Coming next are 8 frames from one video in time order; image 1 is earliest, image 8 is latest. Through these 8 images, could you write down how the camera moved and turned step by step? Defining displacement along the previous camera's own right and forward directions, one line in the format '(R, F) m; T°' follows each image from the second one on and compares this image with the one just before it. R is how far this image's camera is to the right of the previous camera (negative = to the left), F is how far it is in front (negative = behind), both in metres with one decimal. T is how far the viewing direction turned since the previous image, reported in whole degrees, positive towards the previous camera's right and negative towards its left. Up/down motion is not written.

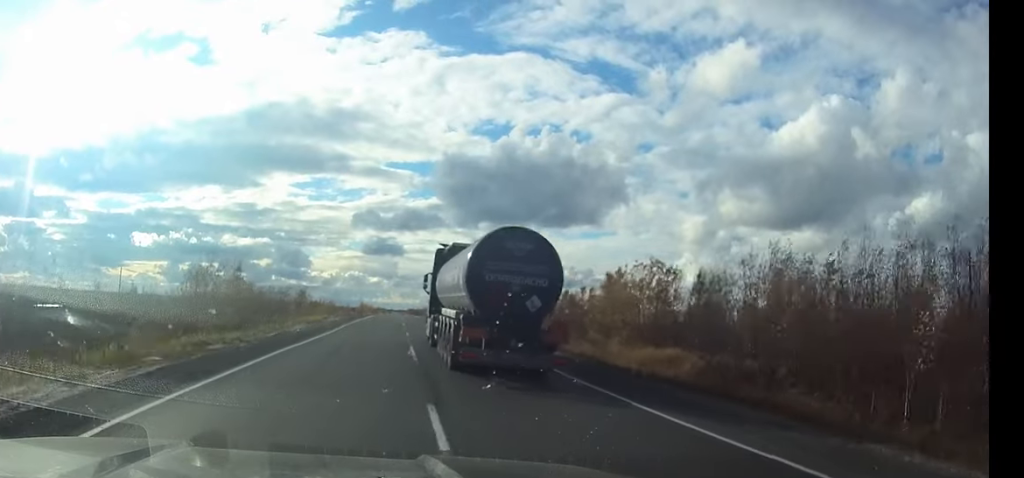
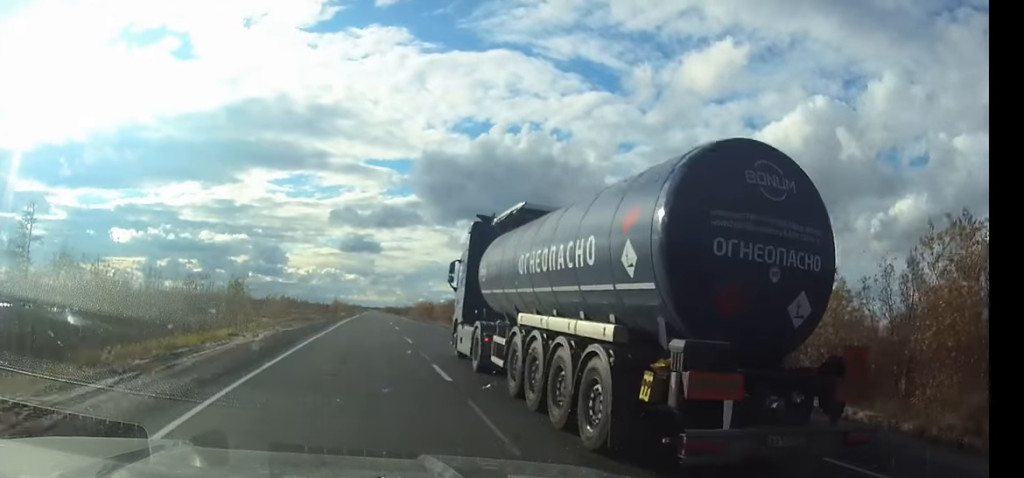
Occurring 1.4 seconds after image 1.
(+0.3, +33.0) m; +1°
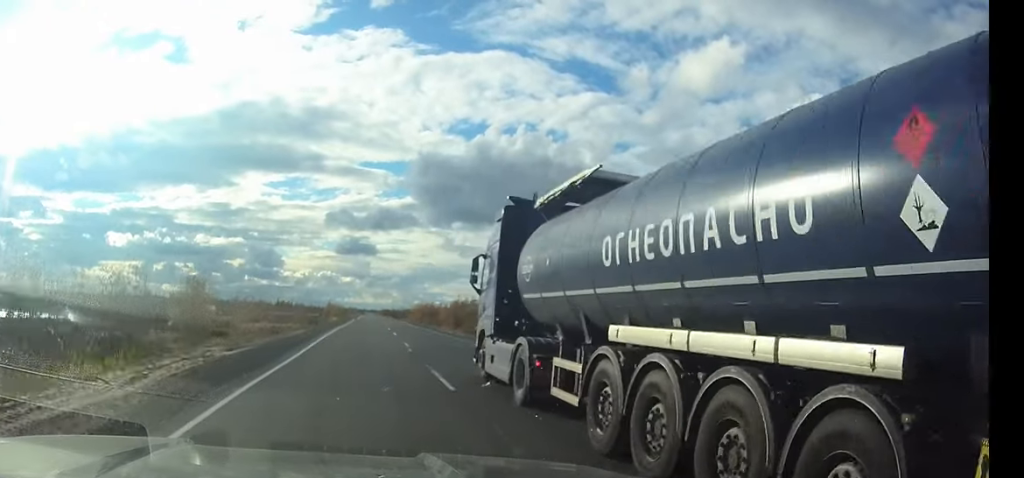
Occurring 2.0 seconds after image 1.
(+0.1, +13.3) m; 0°
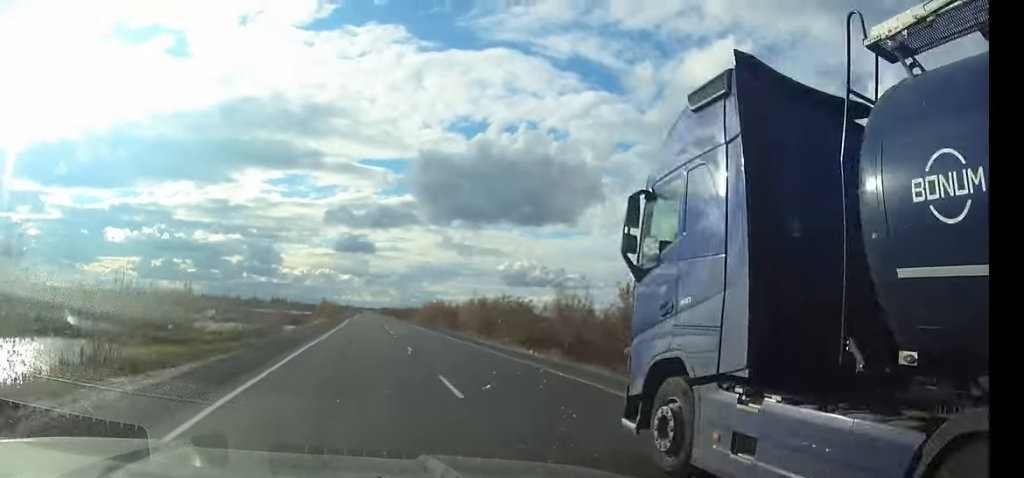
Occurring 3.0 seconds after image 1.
(+0.1, +25.1) m; 0°
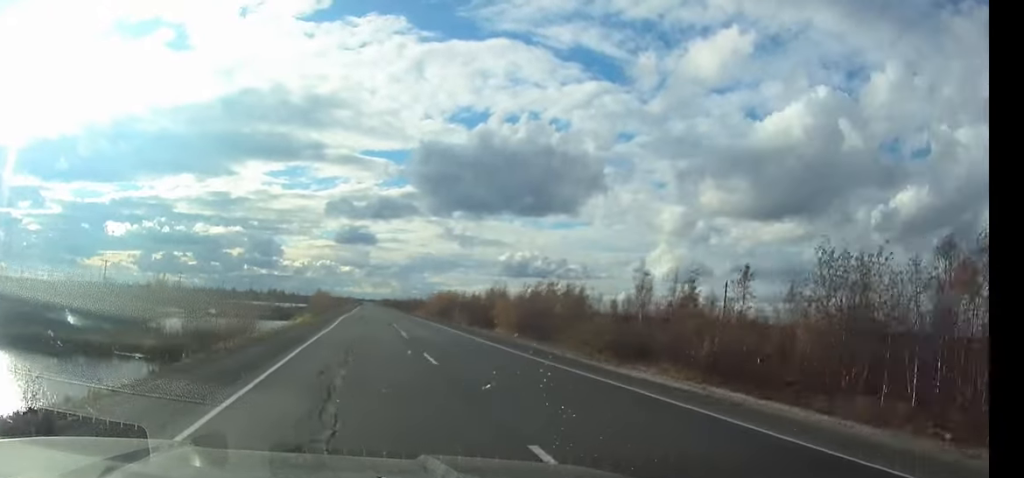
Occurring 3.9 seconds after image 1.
(0.0, +19.4) m; 0°
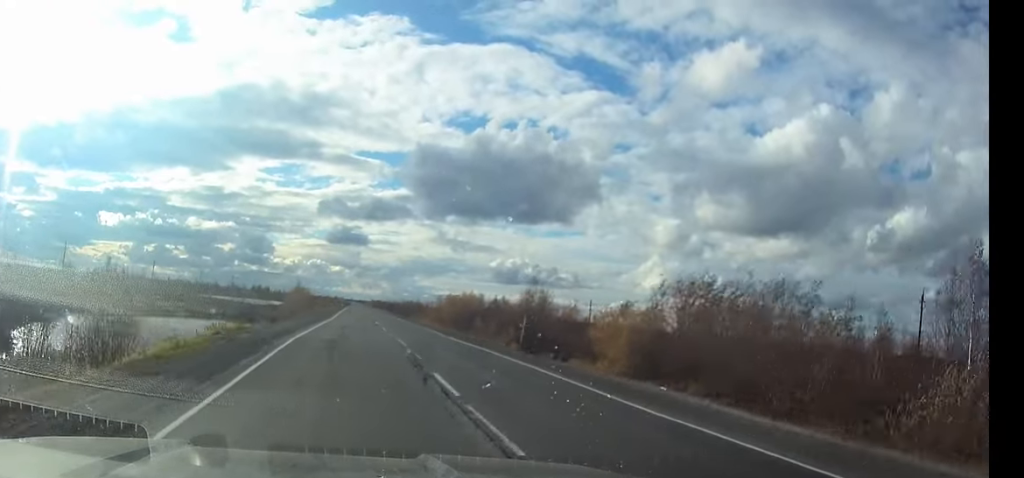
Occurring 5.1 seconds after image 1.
(+0.2, +29.4) m; +1°
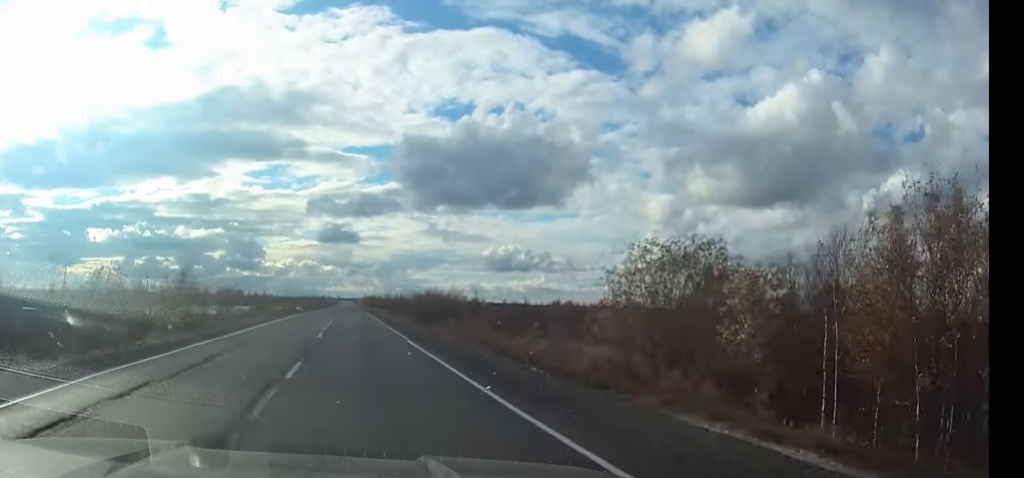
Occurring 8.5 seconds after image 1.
(+0.3, +82.4) m; -1°
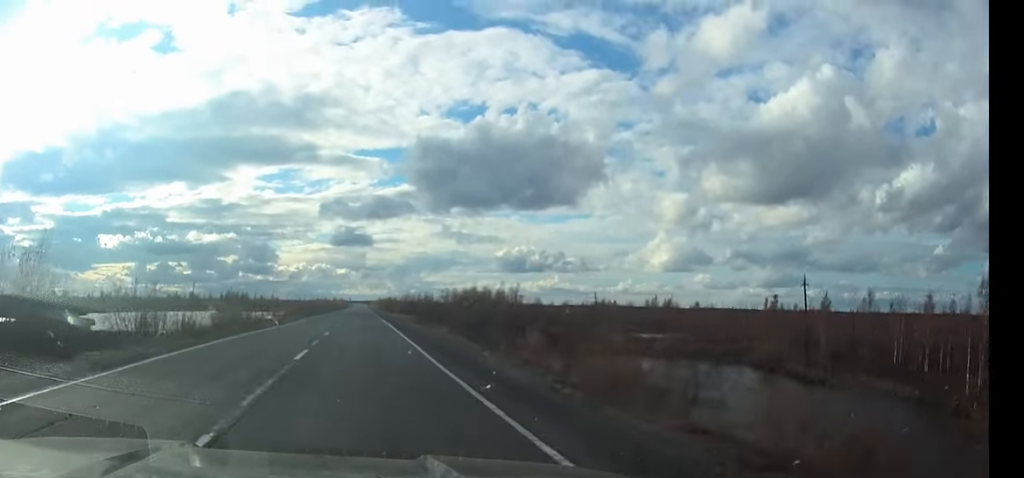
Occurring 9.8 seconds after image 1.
(-0.2, +30.4) m; -1°
